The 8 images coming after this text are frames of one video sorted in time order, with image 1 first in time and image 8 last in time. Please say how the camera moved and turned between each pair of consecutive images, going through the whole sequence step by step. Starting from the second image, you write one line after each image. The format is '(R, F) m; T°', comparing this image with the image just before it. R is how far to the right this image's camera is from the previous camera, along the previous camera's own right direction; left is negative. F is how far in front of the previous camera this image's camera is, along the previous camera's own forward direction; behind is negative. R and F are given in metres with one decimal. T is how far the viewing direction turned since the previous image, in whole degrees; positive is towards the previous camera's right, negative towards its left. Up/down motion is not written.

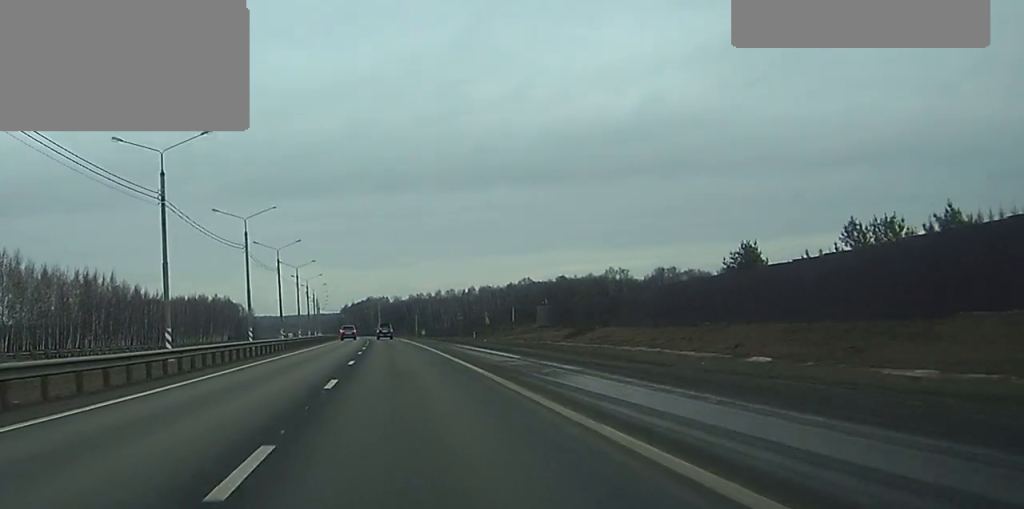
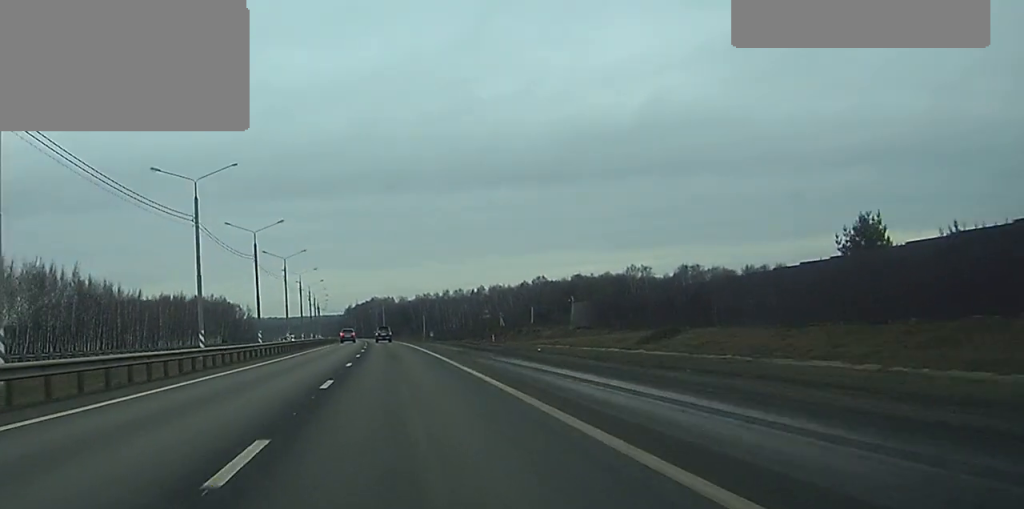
(-0.2, +23.6) m; 0°
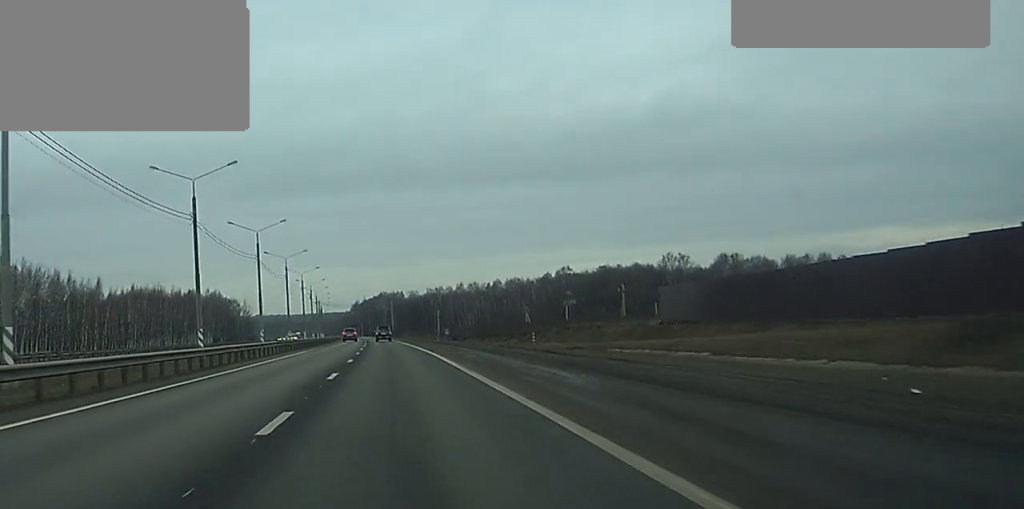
(+0.1, +32.7) m; 0°
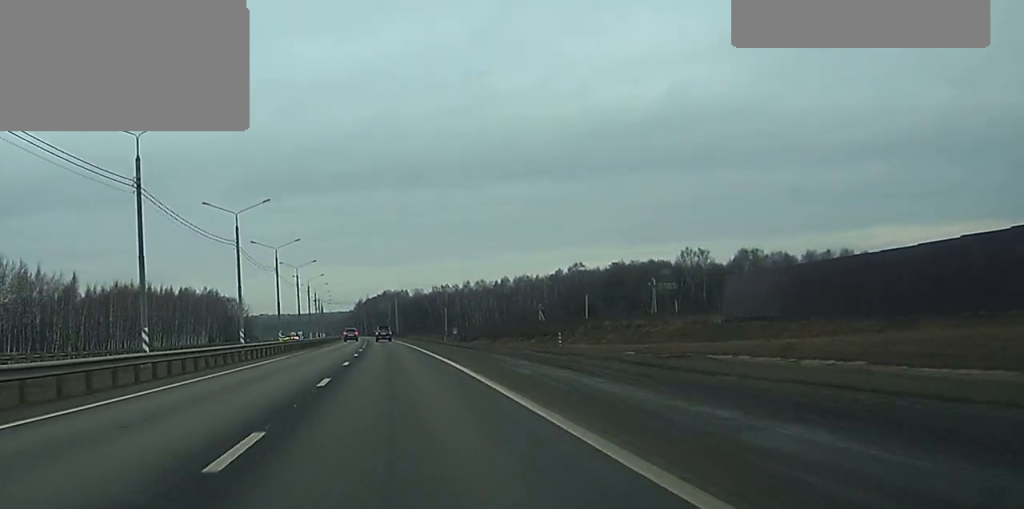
(-0.1, +15.0) m; 0°
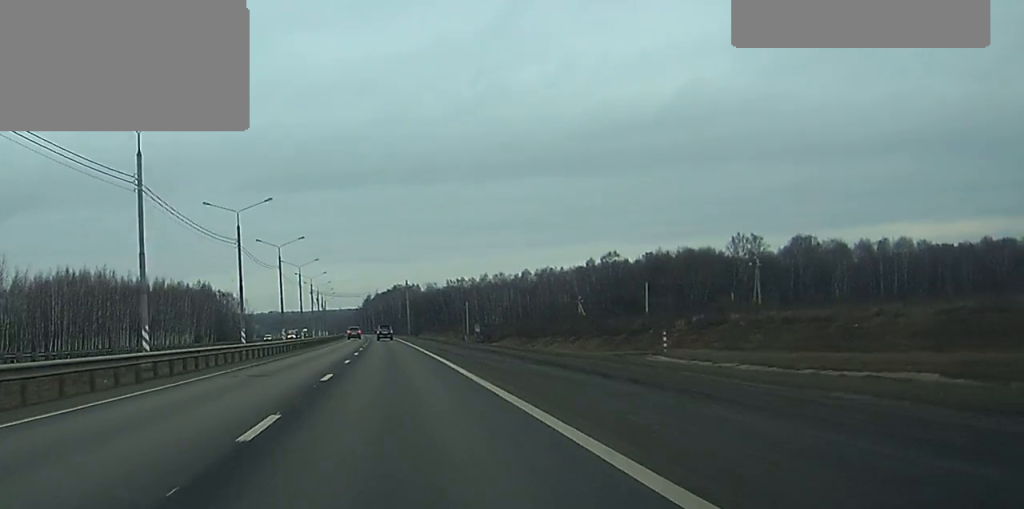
(-0.3, +34.2) m; -1°
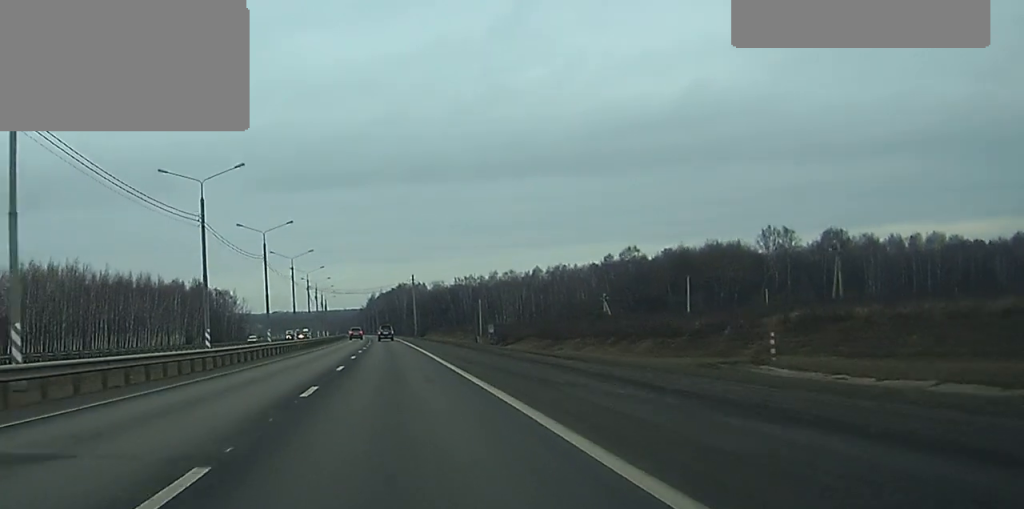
(0.0, +17.2) m; 0°
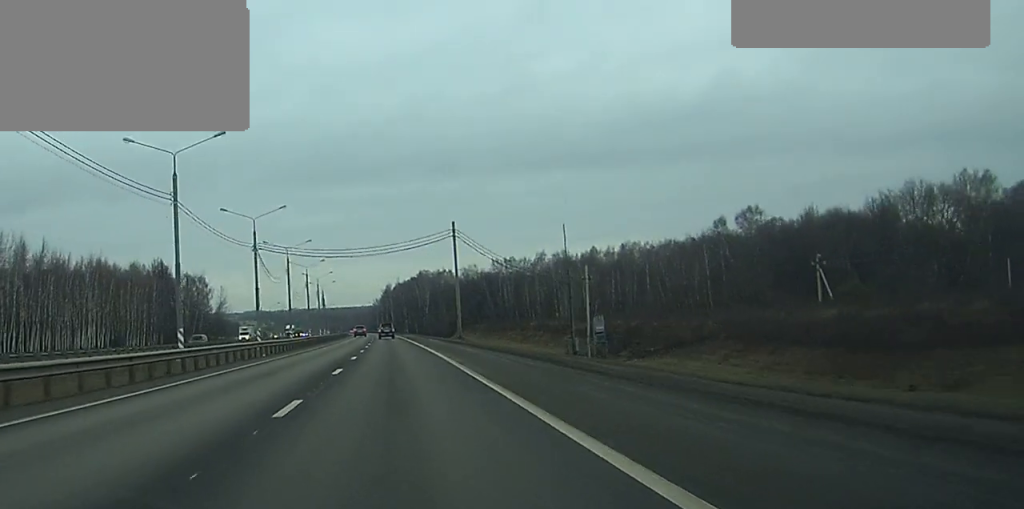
(-1.0, +77.3) m; -1°
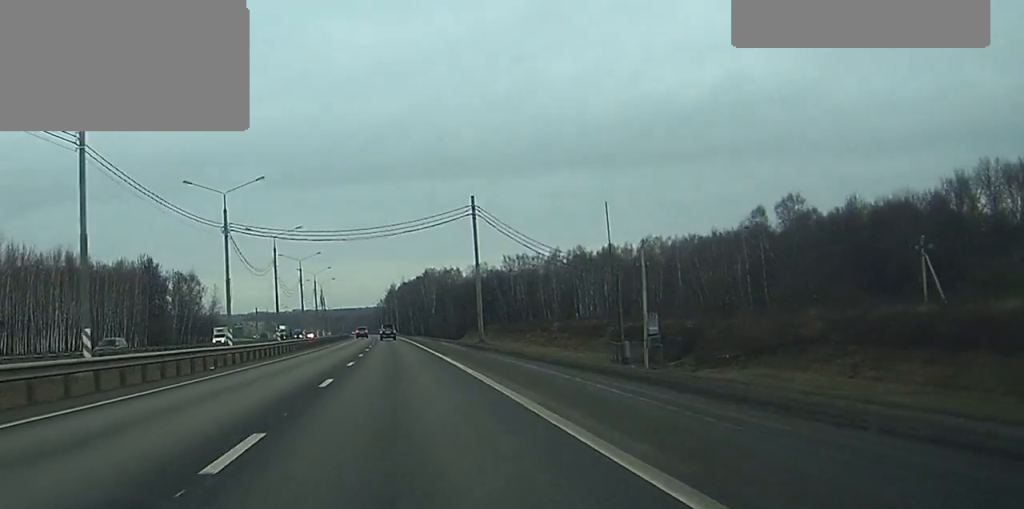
(0.0, +17.3) m; 0°
